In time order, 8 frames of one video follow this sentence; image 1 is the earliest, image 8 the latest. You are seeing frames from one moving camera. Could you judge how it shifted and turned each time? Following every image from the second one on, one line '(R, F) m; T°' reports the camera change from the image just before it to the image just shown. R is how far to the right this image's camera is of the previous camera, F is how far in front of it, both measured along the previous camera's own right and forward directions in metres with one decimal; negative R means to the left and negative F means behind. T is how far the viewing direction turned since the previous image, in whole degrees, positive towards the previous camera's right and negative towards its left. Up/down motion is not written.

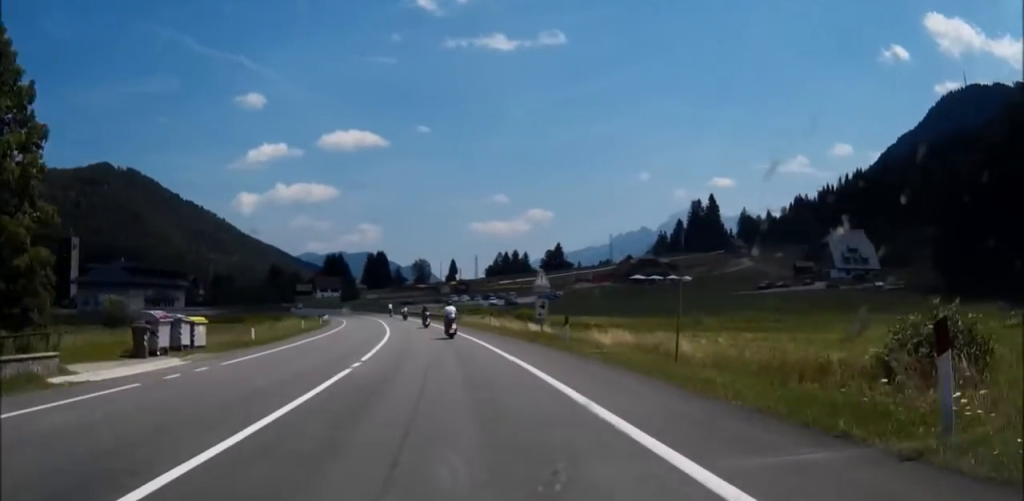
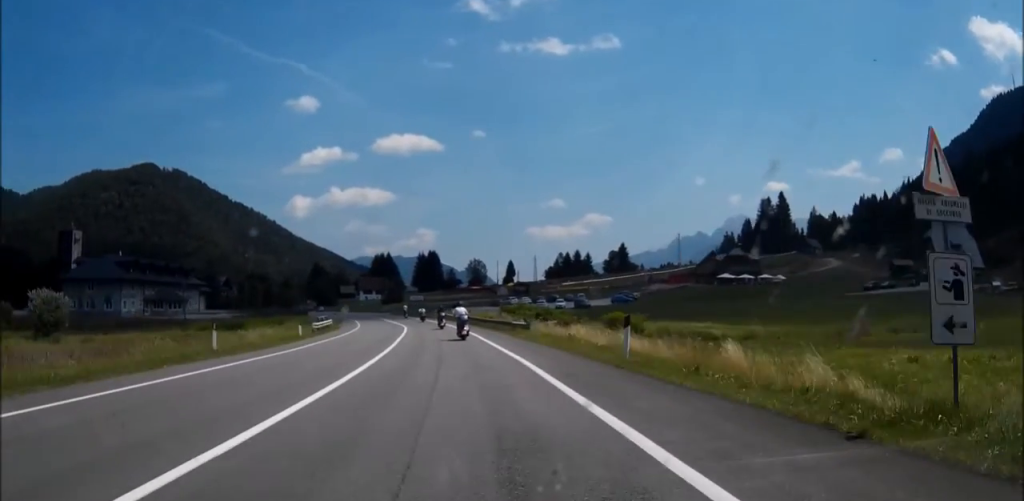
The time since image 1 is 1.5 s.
(-1.2, +24.3) m; -3°
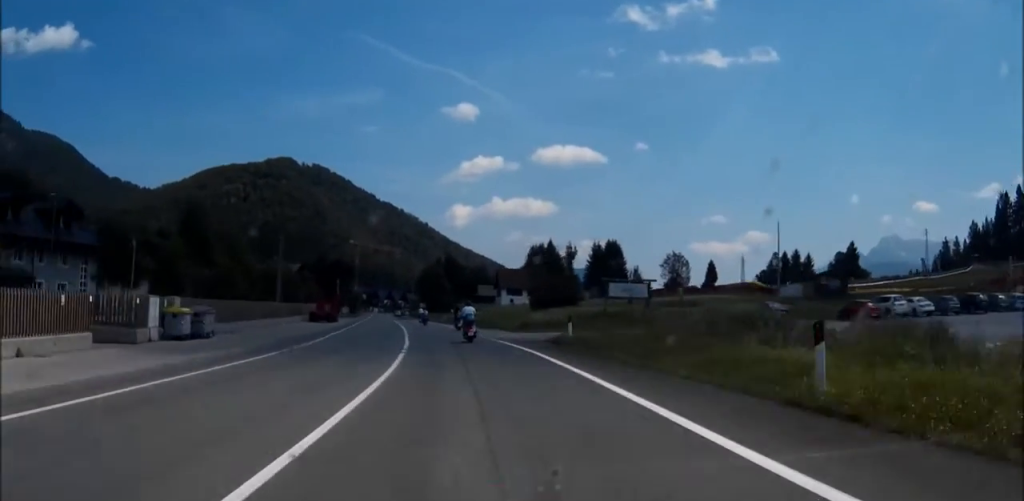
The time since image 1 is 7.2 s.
(-5.9, +92.4) m; -10°
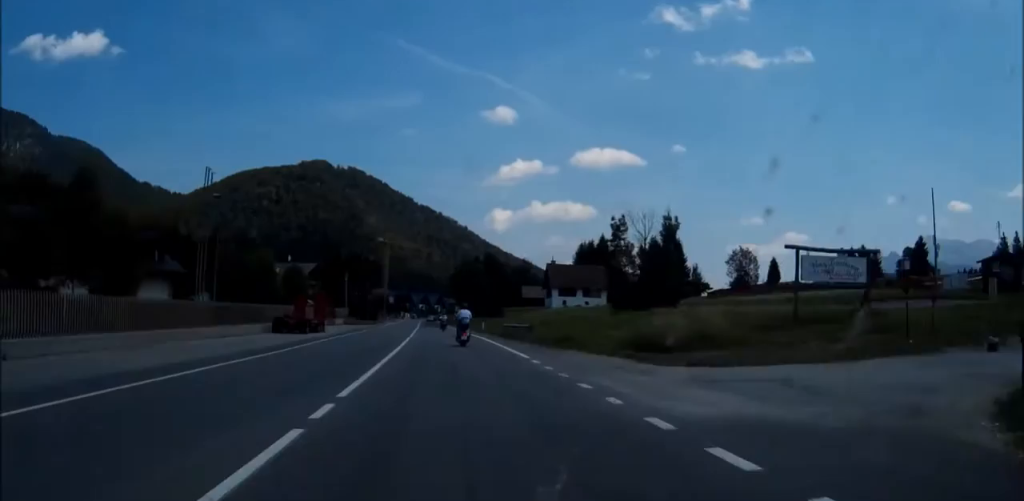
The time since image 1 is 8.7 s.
(-0.8, +26.4) m; -2°
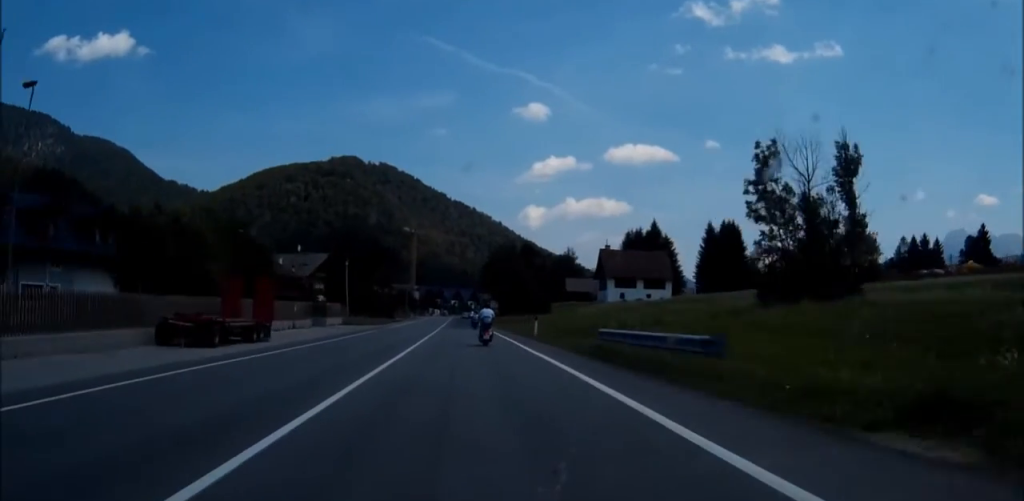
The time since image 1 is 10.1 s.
(-0.4, +23.2) m; -1°
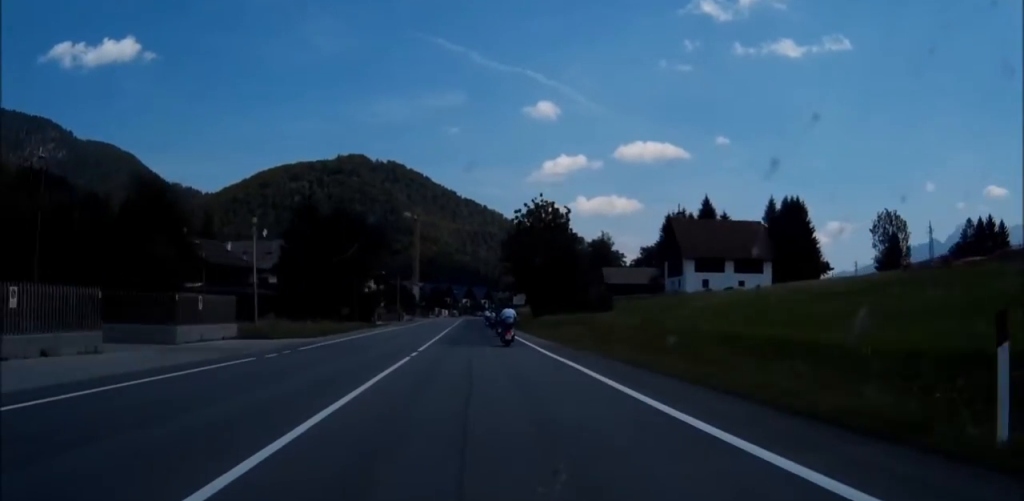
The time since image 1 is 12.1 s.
(-0.5, +36.0) m; 0°
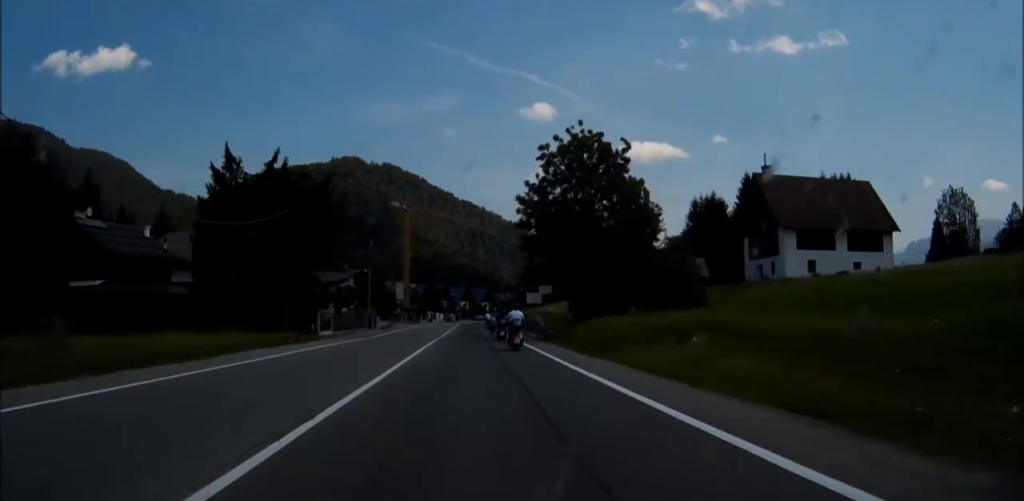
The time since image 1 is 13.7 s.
(+0.1, +26.5) m; +2°
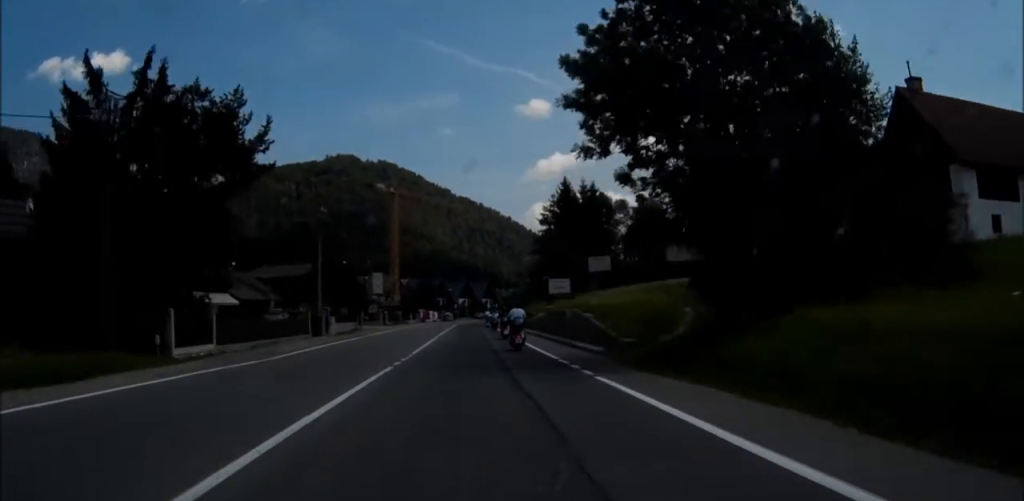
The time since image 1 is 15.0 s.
(+1.0, +22.6) m; +2°
